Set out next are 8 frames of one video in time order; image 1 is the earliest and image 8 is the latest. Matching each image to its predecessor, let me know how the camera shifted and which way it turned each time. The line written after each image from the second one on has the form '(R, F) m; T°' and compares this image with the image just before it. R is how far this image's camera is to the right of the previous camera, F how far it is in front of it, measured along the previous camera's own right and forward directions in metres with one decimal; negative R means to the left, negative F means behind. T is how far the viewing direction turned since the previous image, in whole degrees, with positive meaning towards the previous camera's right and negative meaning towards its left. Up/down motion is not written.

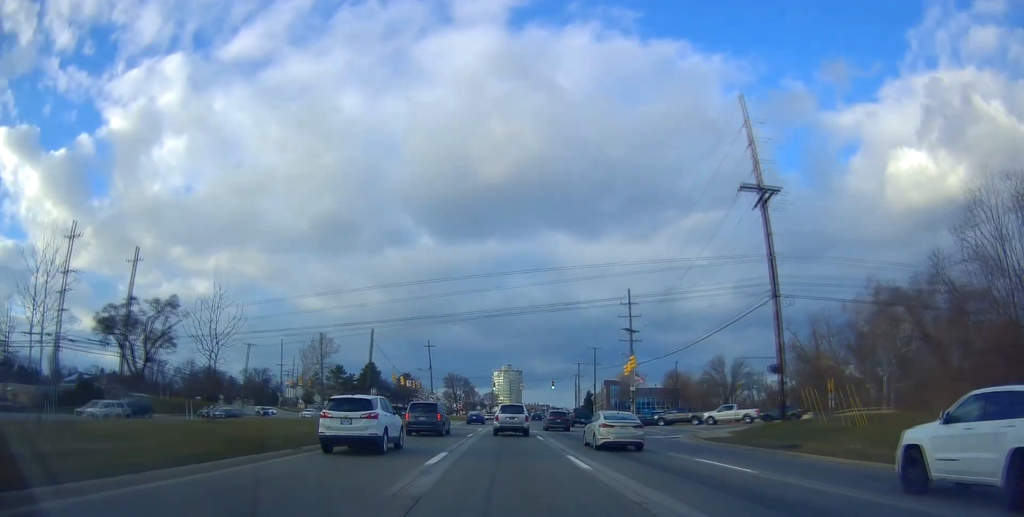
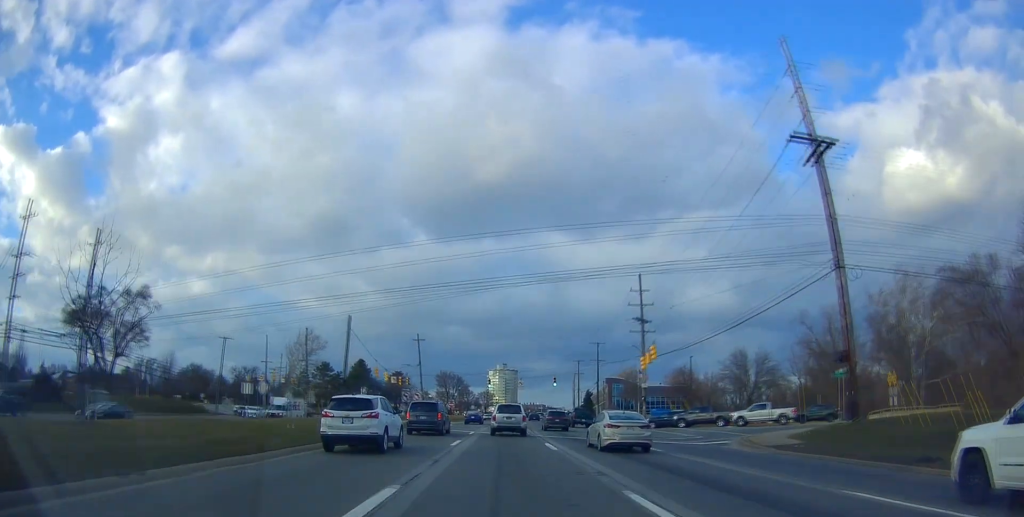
(+0.1, +8.2) m; -1°
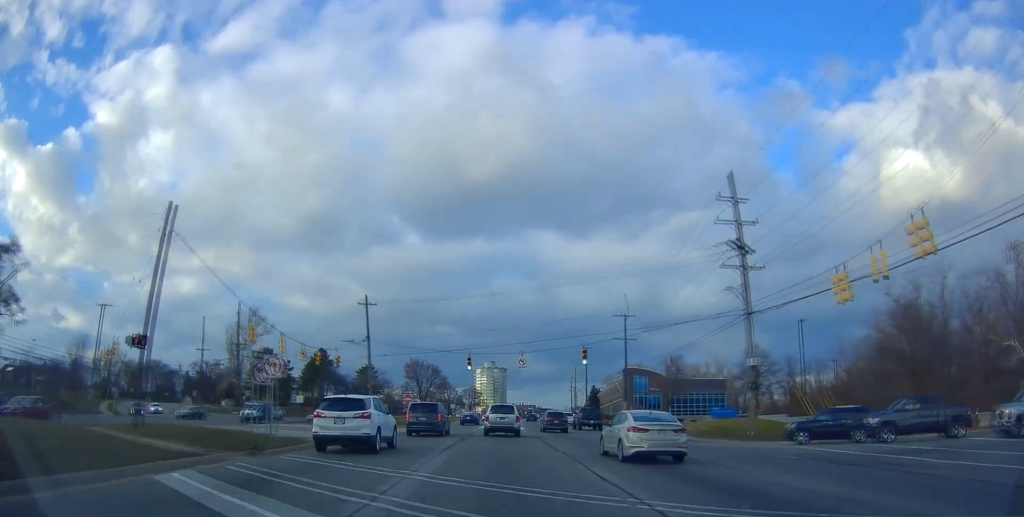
(0.0, +31.2) m; +1°
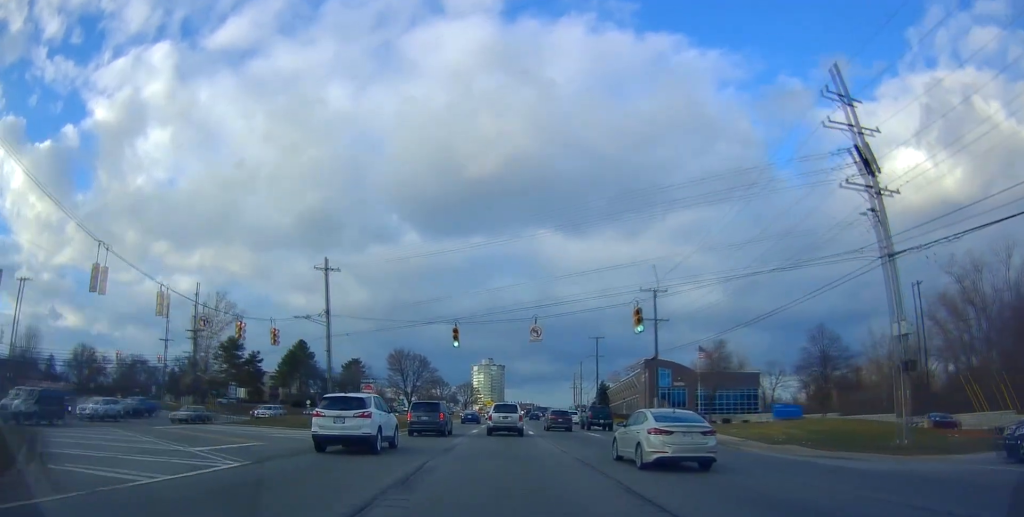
(+0.1, +15.2) m; +1°
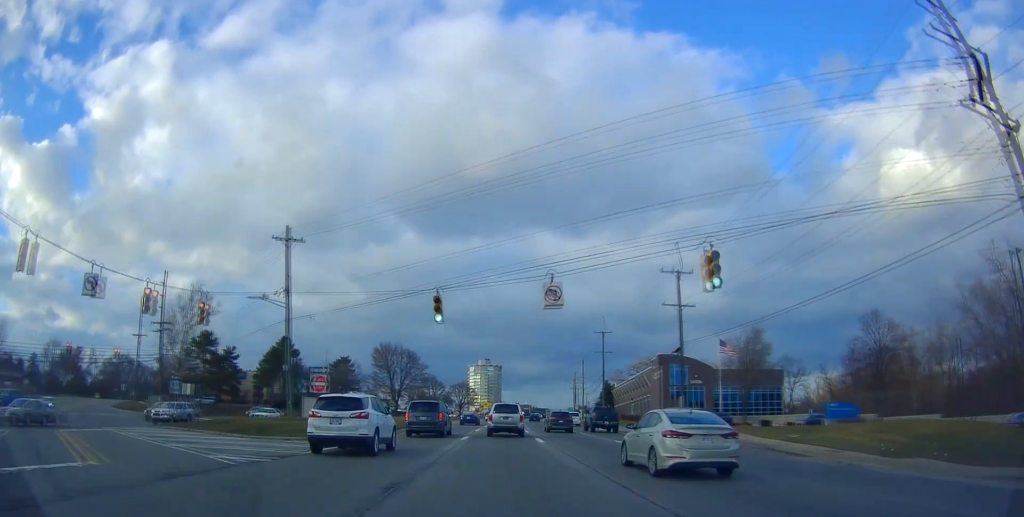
(0.0, +9.2) m; +1°
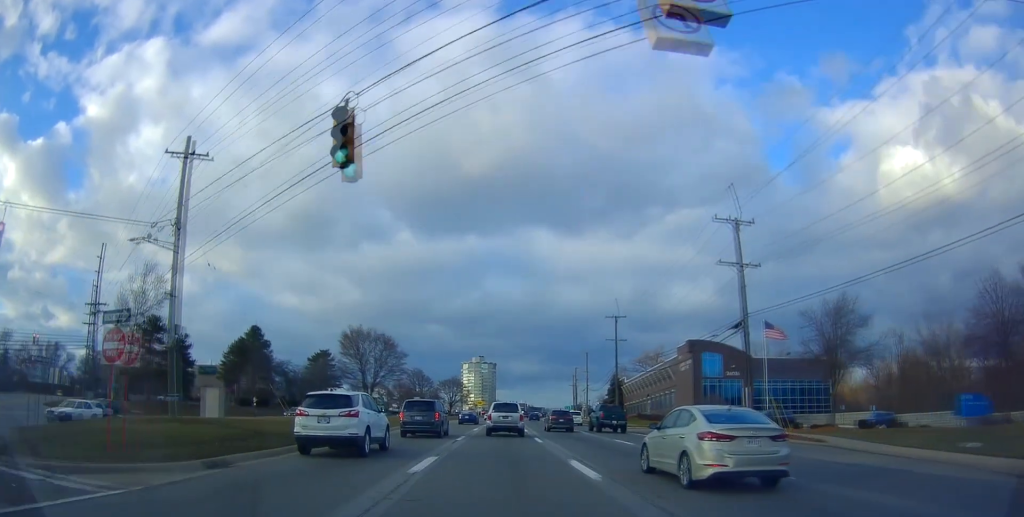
(+0.4, +14.8) m; 0°
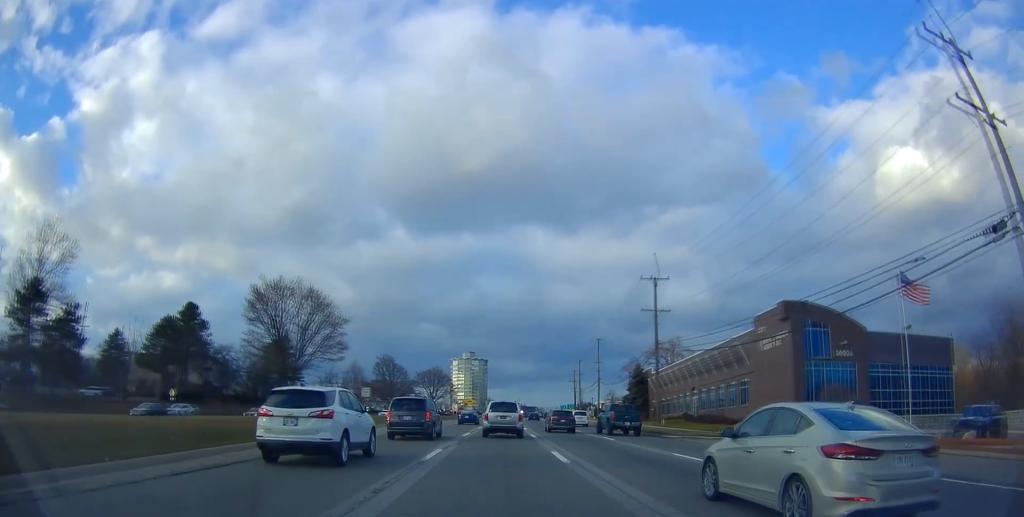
(-0.5, +24.7) m; -1°
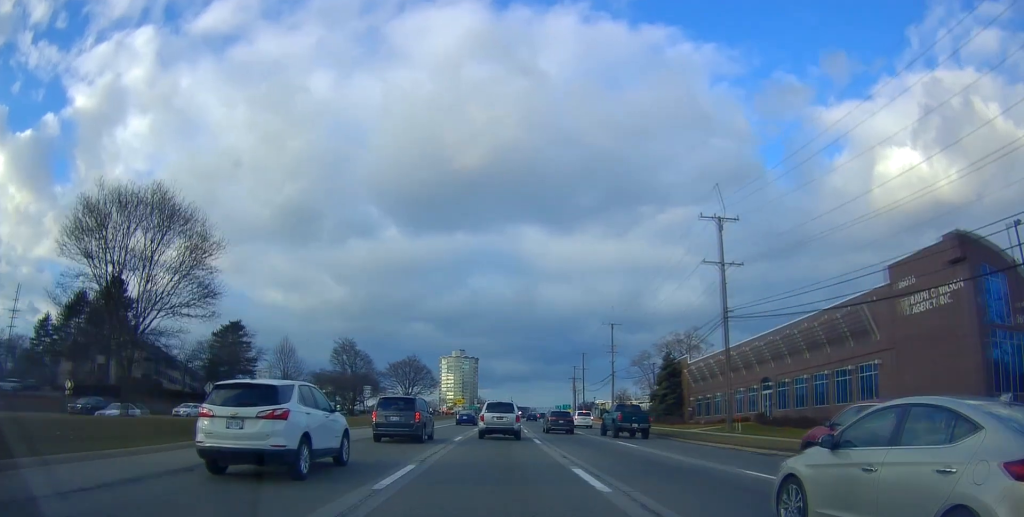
(+0.2, +20.7) m; +2°
